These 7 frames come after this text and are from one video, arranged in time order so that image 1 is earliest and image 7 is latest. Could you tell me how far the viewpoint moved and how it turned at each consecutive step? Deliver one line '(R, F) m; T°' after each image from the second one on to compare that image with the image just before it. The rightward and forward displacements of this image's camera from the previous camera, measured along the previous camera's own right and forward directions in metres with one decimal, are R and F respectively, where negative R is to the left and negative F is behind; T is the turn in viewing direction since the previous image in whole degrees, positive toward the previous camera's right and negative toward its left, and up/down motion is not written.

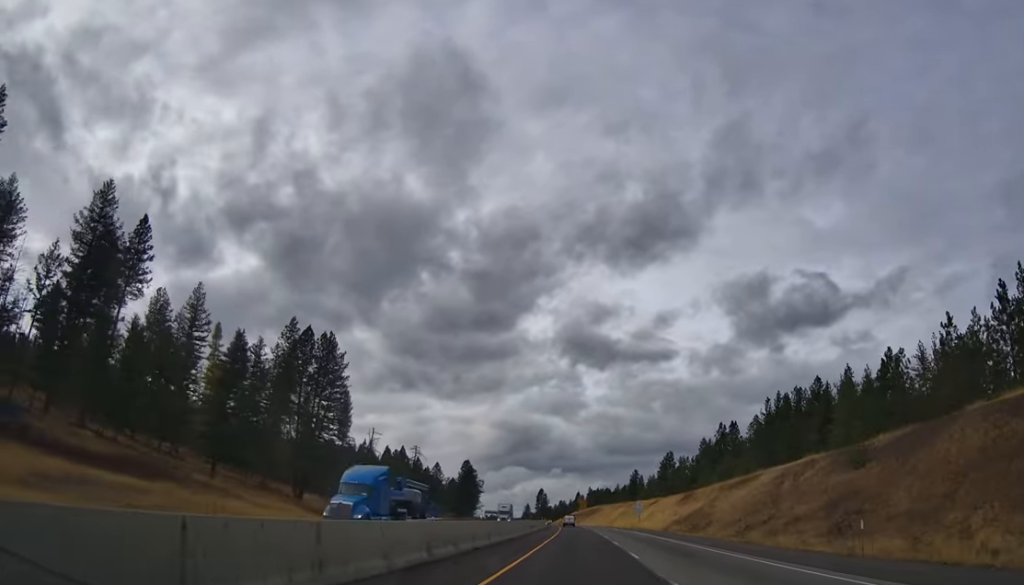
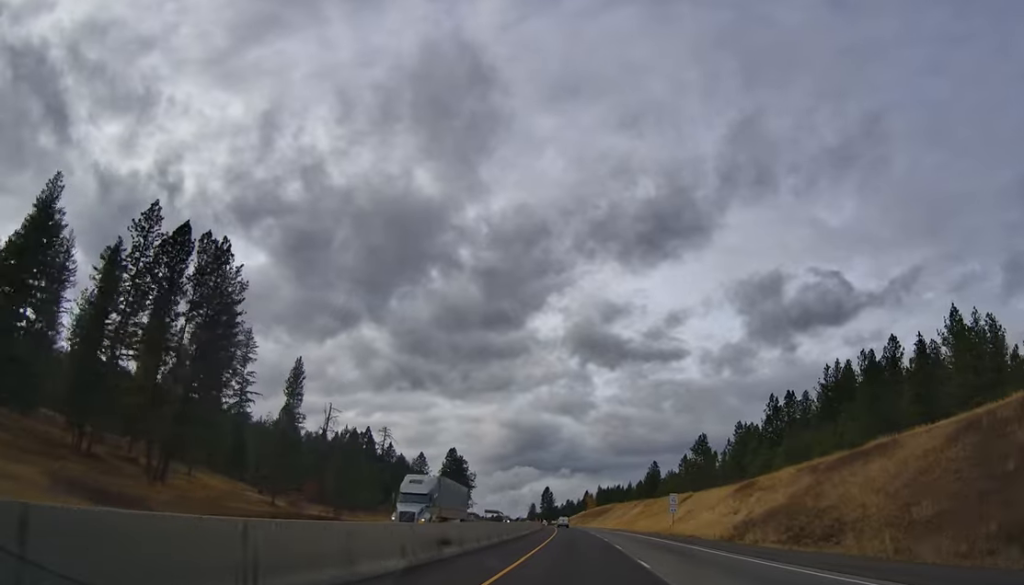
(-0.1, +41.1) m; 0°
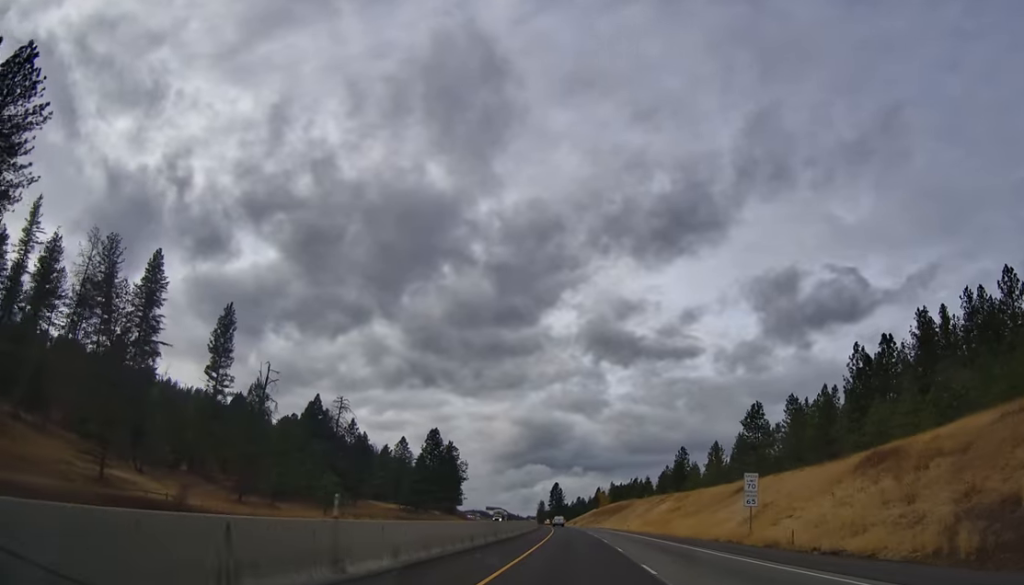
(-0.3, +38.8) m; -1°
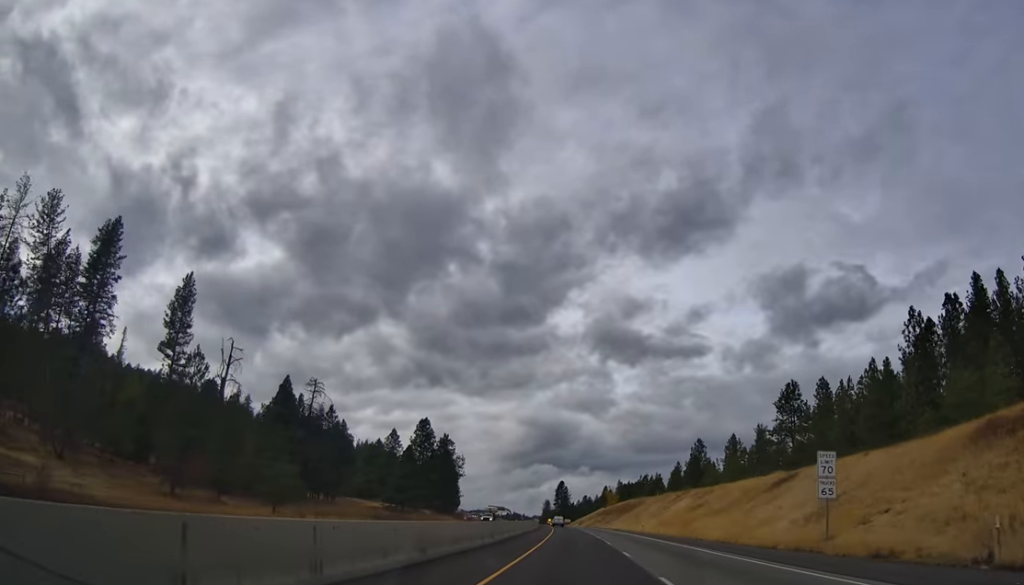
(-0.1, +16.3) m; 0°
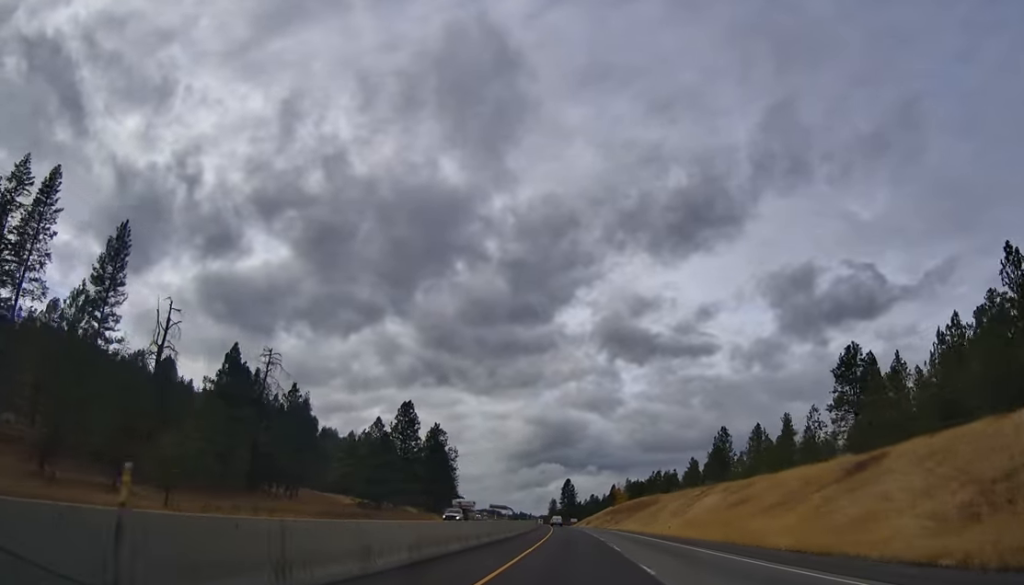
(-0.1, +20.4) m; 0°
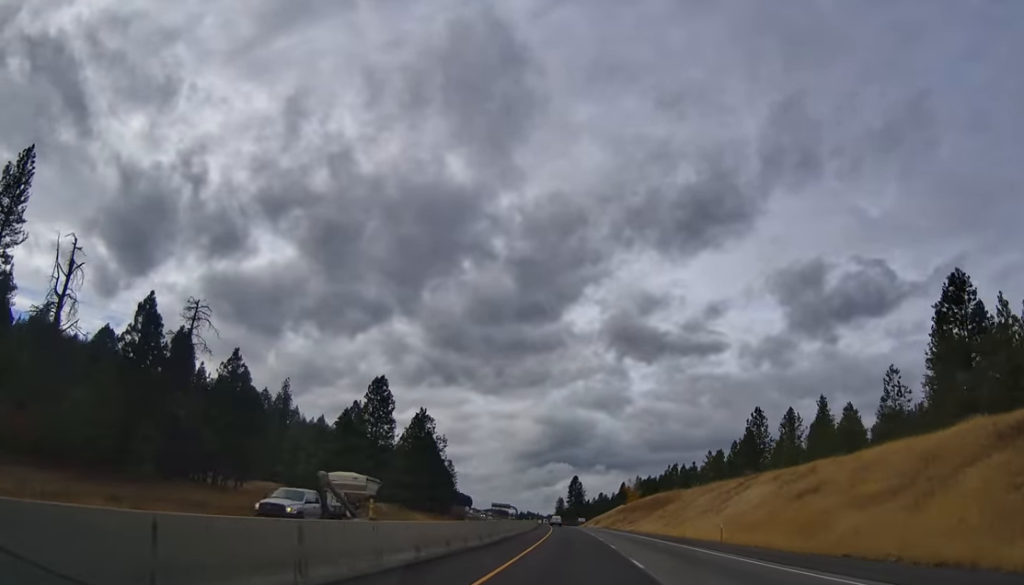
(+0.2, +22.5) m; -1°
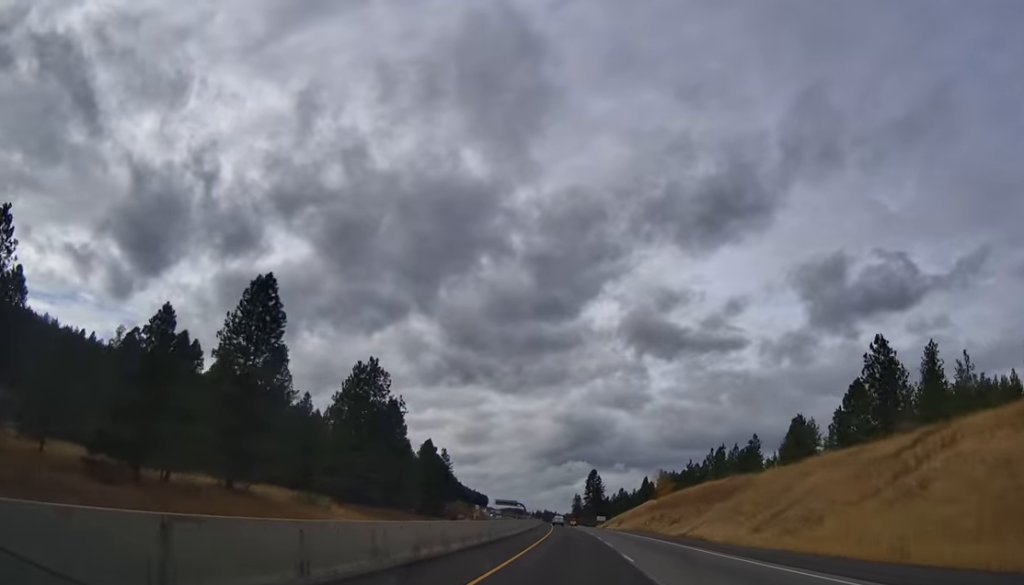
(-1.8, +45.9) m; -3°
